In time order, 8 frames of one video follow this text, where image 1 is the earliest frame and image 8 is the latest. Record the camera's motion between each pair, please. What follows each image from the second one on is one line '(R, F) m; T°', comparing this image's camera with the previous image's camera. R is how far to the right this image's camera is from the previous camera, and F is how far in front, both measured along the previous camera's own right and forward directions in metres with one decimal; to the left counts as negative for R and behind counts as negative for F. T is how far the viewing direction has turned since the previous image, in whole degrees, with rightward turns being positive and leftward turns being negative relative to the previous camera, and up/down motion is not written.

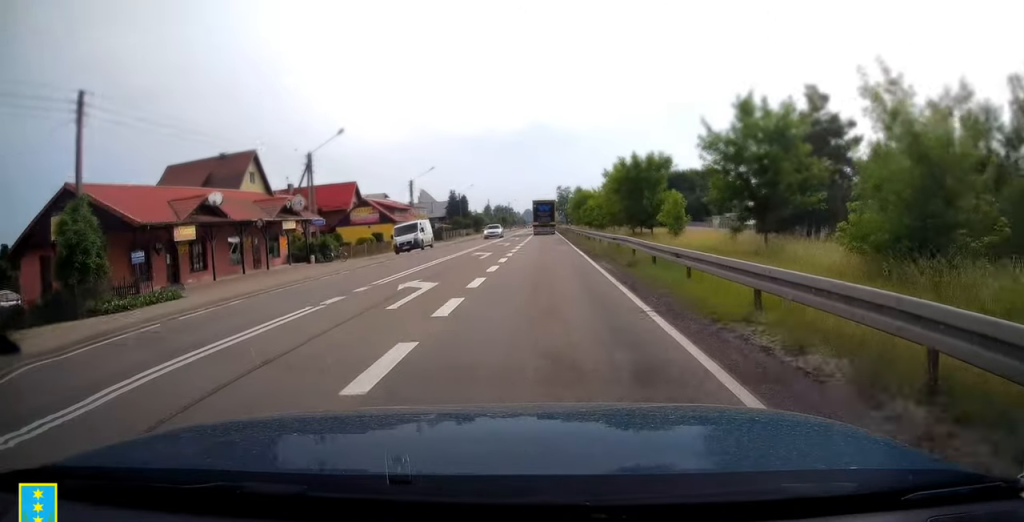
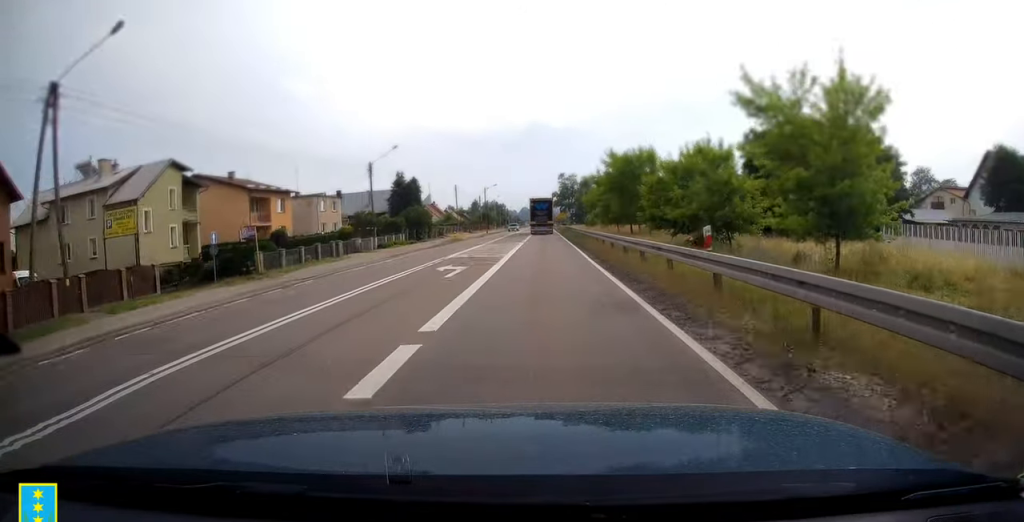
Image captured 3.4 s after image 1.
(+0.1, +57.4) m; 0°
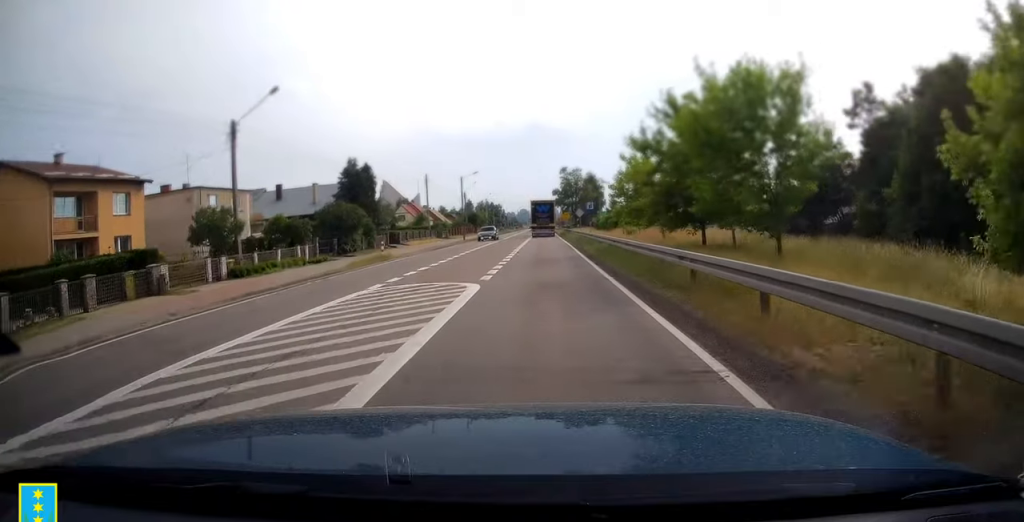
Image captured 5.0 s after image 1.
(0.0, +26.2) m; 0°
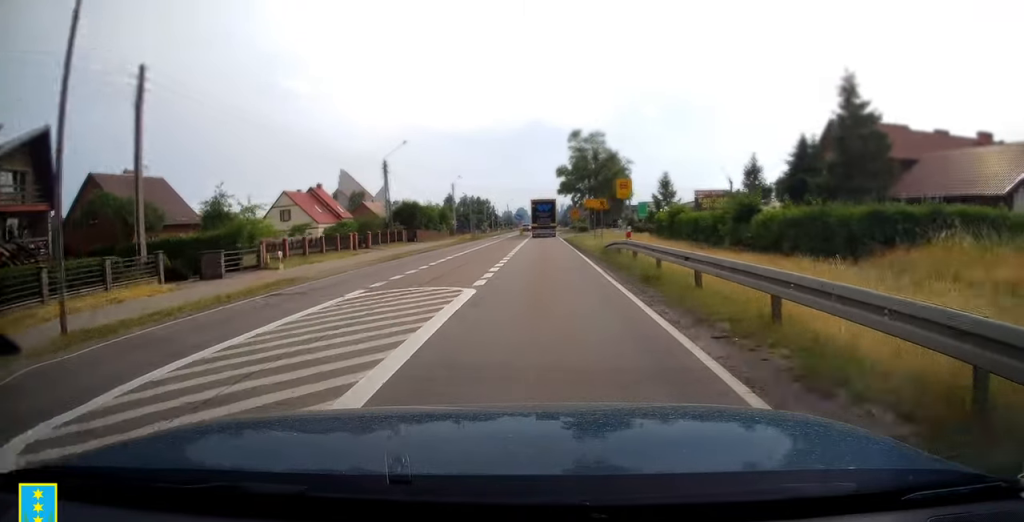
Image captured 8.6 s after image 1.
(+0.6, +60.1) m; 0°
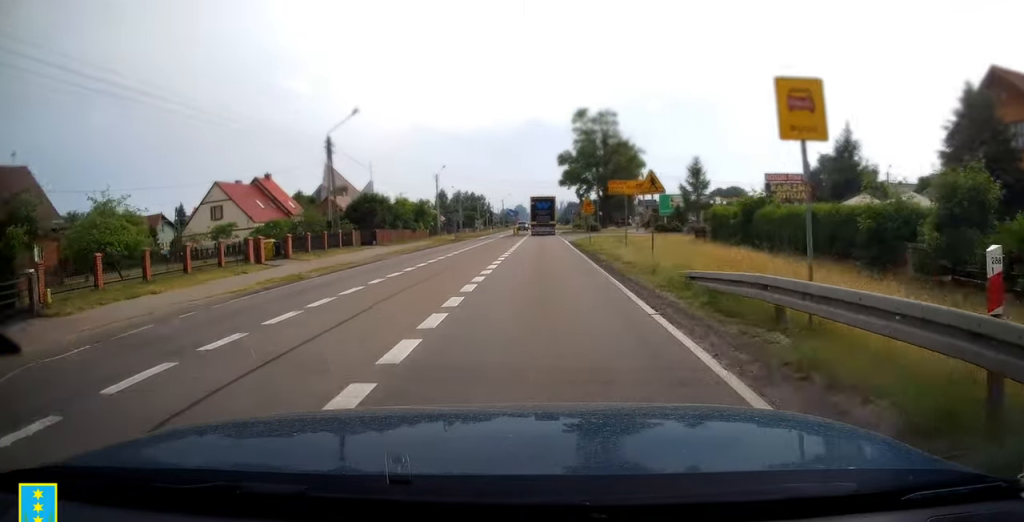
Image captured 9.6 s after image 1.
(-0.2, +16.1) m; 0°
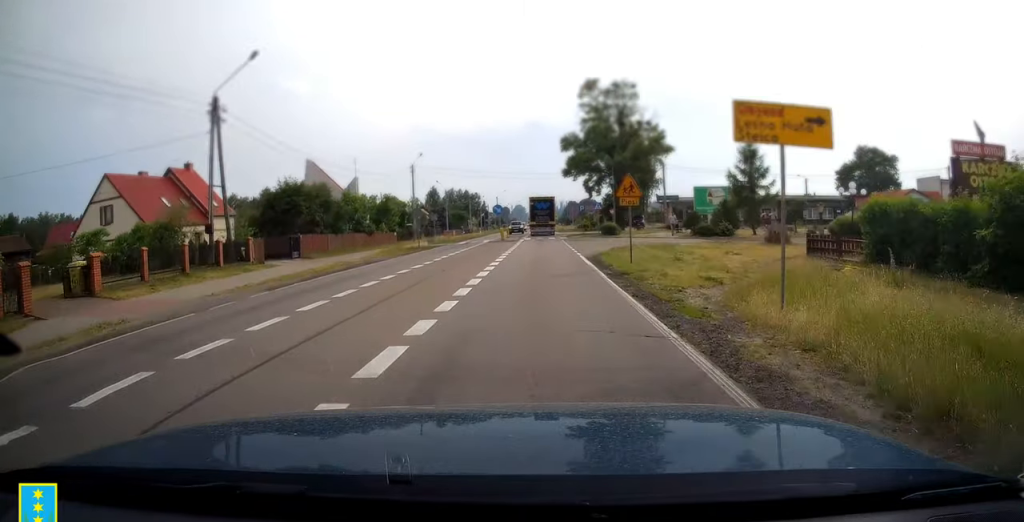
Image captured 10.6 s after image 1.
(-0.1, +16.7) m; 0°
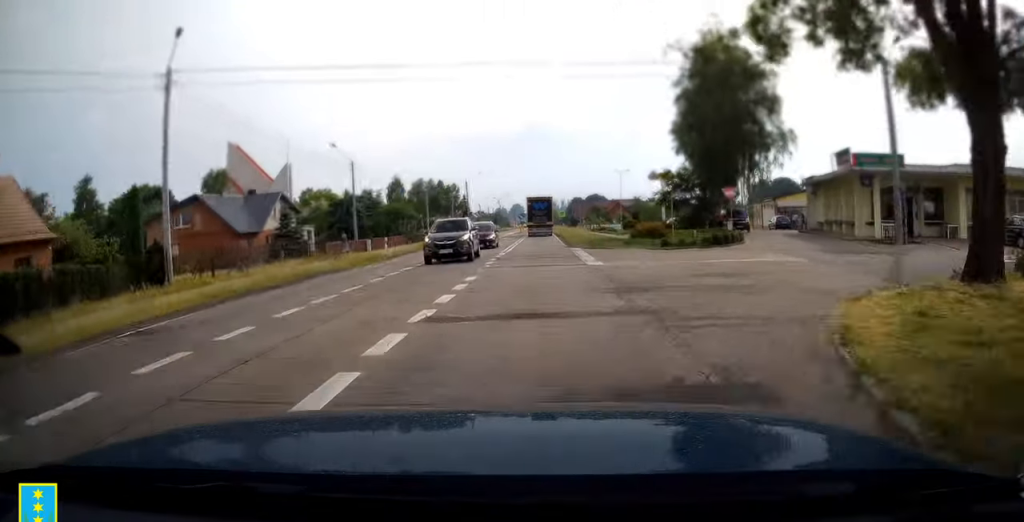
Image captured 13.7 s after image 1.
(+0.6, +52.4) m; +1°
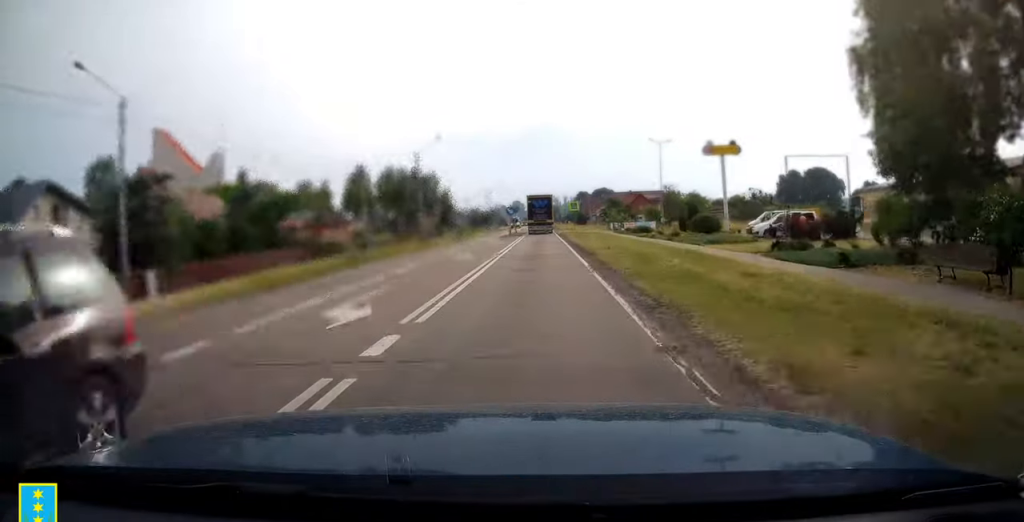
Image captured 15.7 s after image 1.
(0.0, +32.9) m; 0°
